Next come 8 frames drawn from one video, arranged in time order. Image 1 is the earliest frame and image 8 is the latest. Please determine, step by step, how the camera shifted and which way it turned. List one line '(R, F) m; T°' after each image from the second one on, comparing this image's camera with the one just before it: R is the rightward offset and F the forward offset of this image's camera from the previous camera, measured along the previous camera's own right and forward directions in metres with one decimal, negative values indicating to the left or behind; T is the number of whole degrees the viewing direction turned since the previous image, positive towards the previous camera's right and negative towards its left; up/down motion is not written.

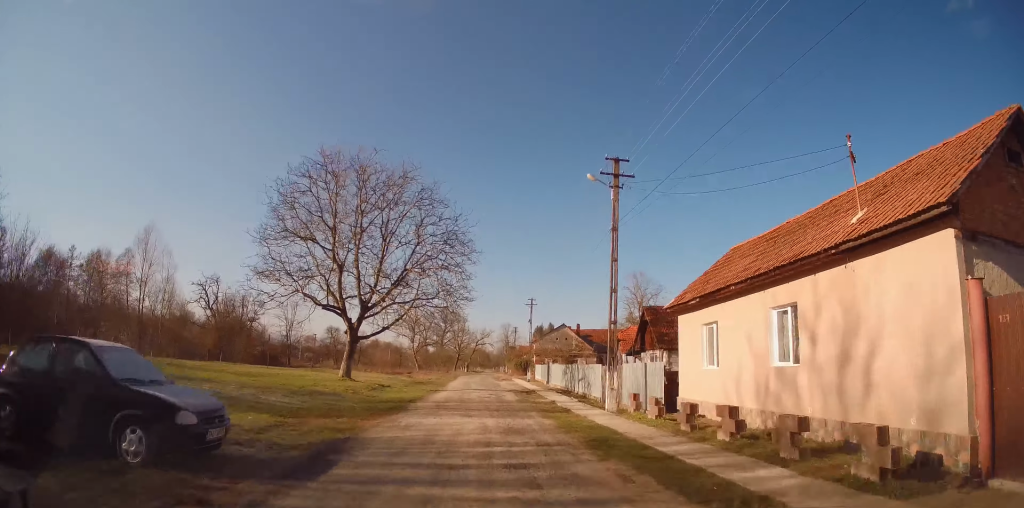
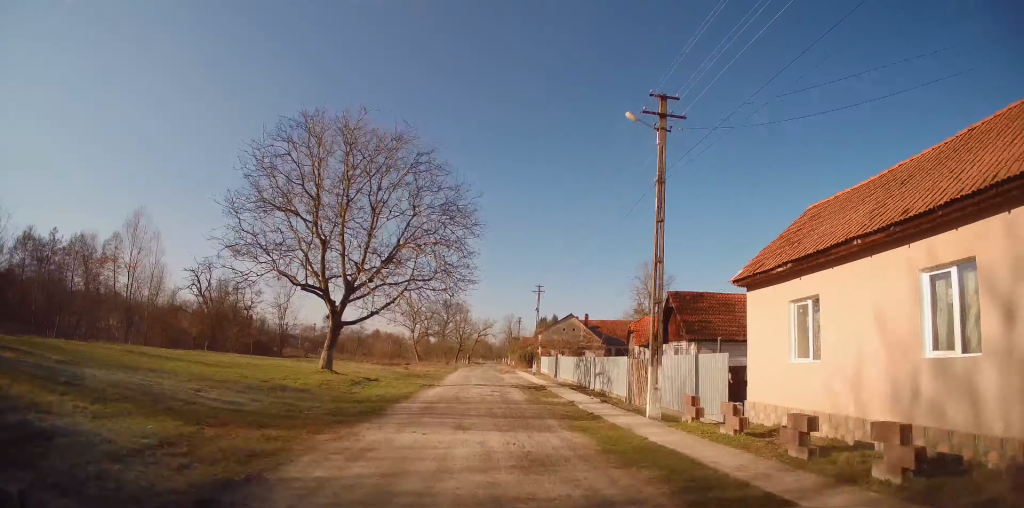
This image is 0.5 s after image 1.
(-0.1, +4.2) m; 0°
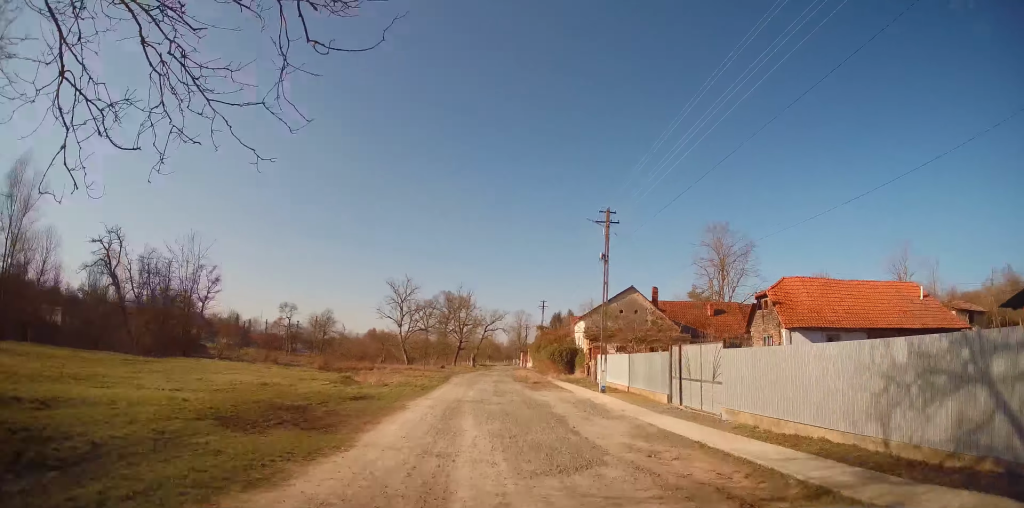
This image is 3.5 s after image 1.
(-0.2, +25.4) m; -1°
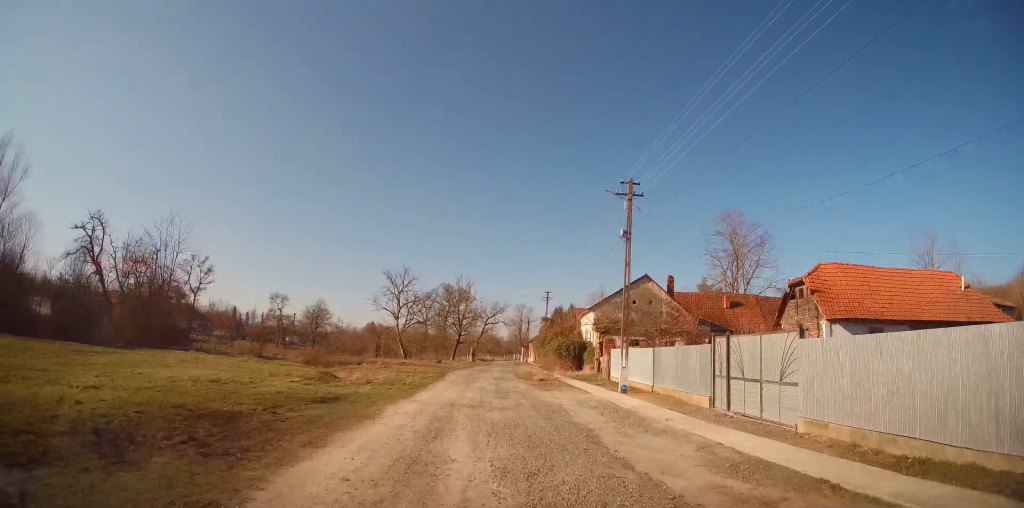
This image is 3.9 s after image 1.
(0.0, +3.7) m; 0°
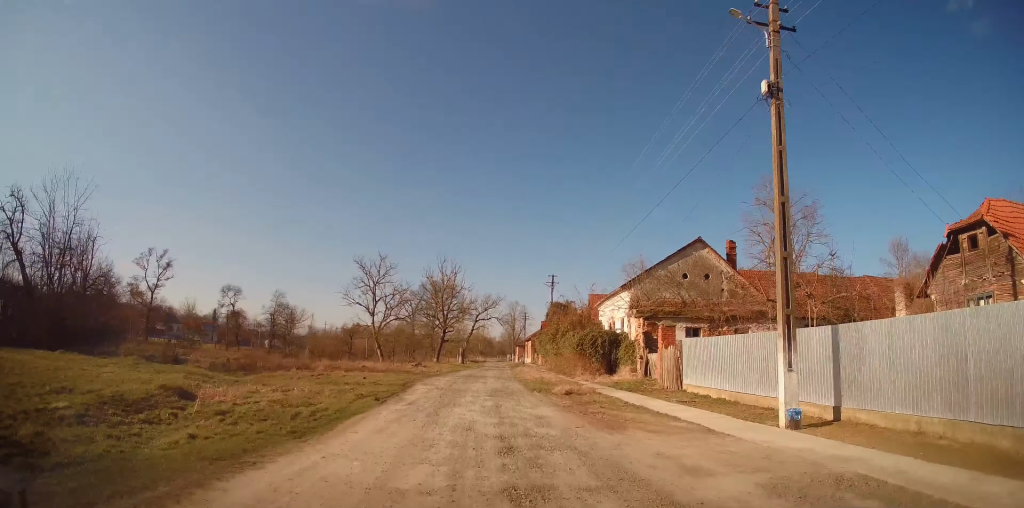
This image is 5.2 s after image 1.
(+0.1, +12.0) m; +2°
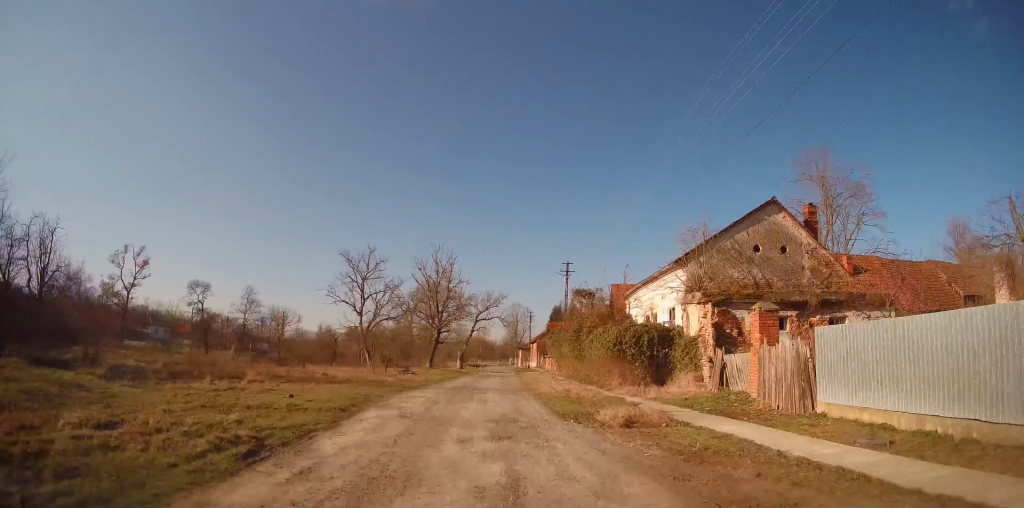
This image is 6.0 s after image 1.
(+0.2, +8.0) m; 0°
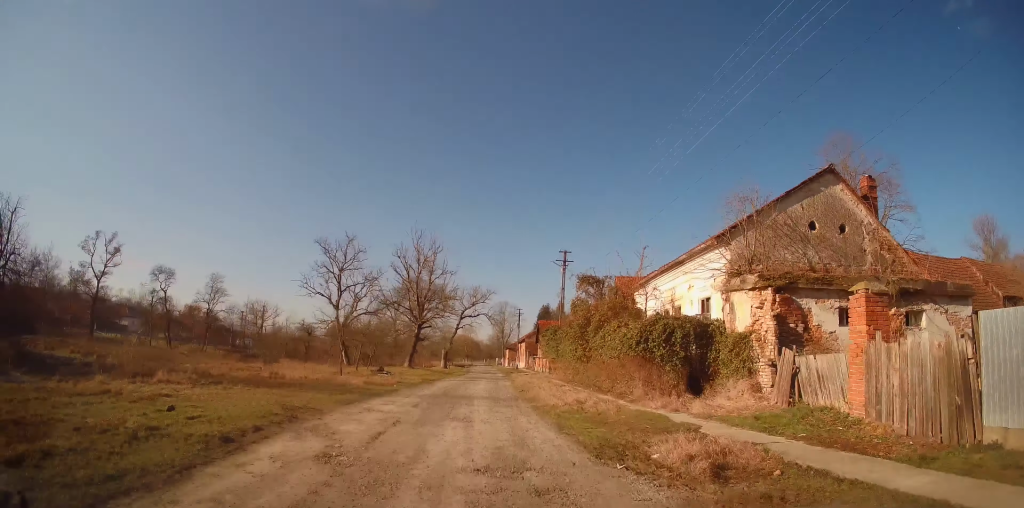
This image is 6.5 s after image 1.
(-0.1, +4.7) m; 0°
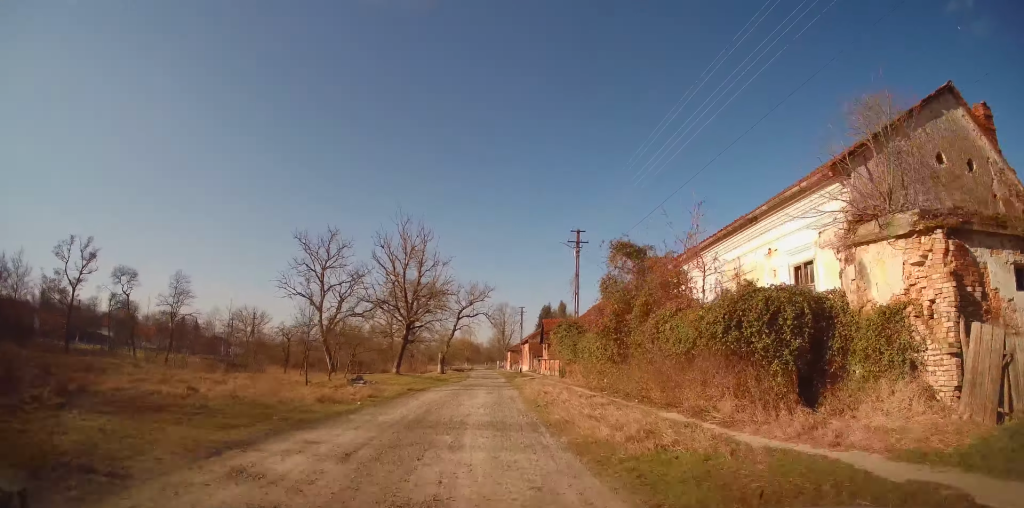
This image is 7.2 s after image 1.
(-0.1, +5.8) m; 0°
